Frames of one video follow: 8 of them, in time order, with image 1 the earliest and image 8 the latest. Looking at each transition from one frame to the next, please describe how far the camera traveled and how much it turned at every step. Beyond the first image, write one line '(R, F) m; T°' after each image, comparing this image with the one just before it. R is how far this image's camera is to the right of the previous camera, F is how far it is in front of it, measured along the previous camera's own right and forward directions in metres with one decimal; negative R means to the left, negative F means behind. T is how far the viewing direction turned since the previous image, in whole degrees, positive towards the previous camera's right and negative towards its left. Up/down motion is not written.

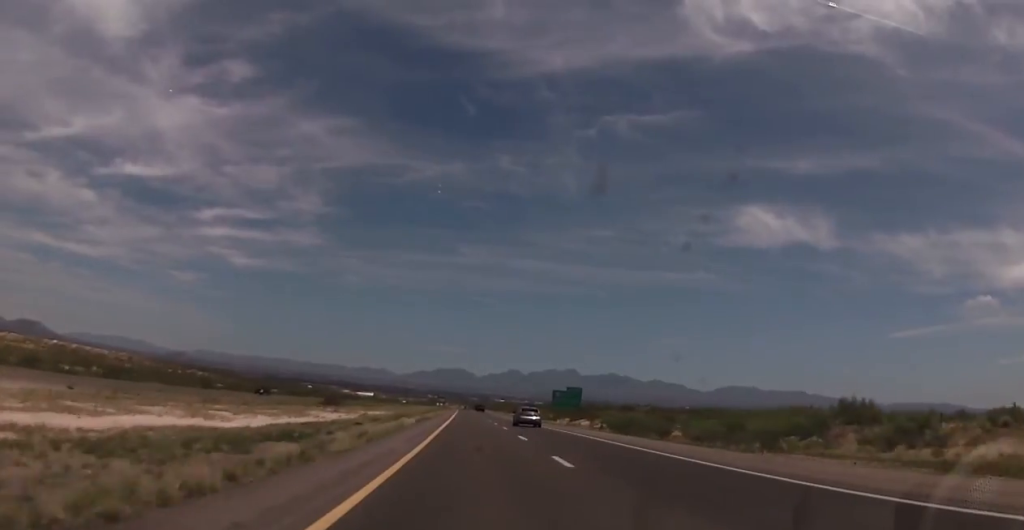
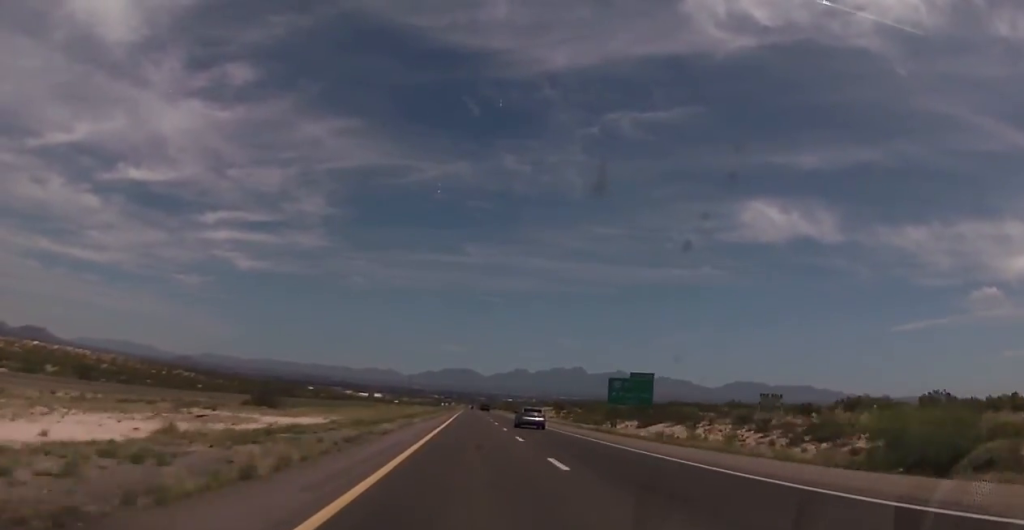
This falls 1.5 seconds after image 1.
(-0.6, +49.0) m; -2°
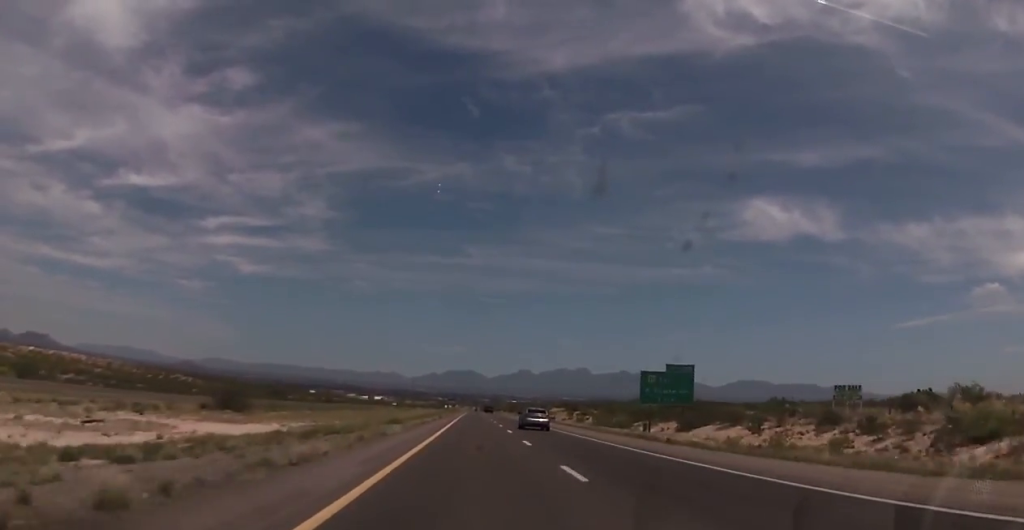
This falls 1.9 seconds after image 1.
(-0.3, +14.5) m; 0°
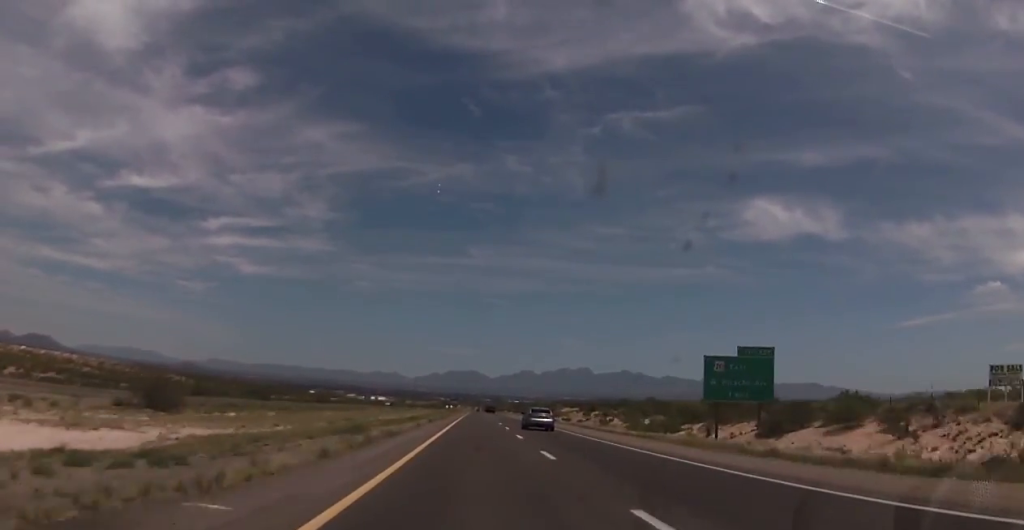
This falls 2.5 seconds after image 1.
(-0.2, +18.9) m; 0°
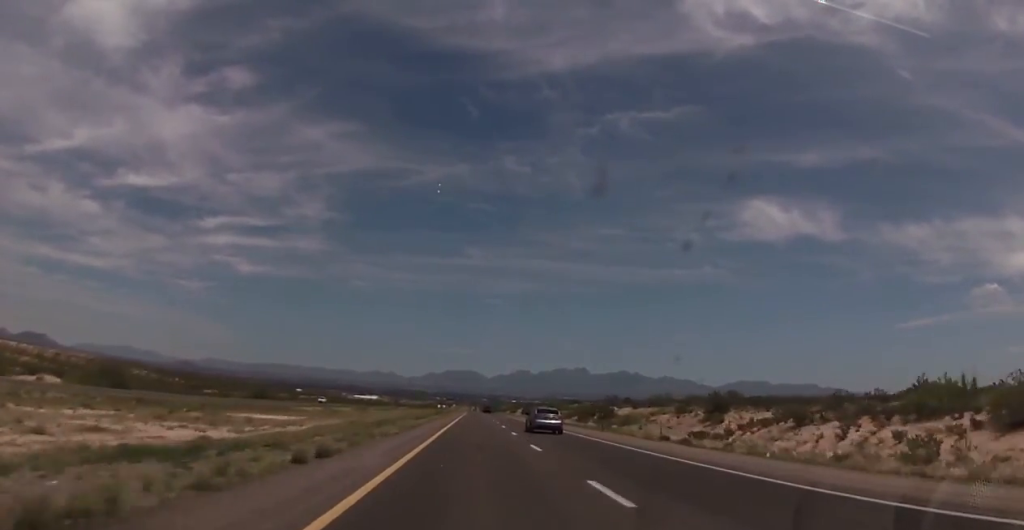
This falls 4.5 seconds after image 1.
(0.0, +69.0) m; 0°
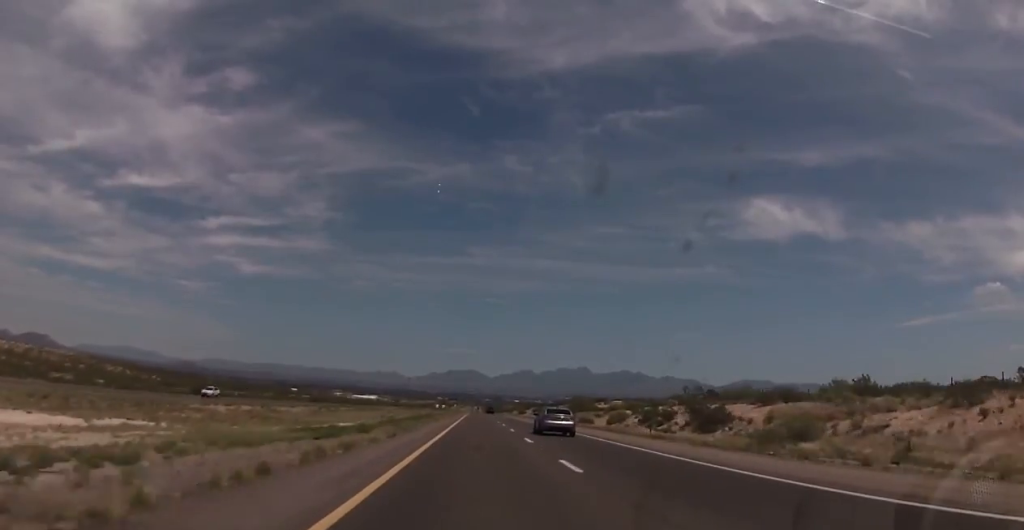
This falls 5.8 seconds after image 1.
(+0.2, +43.5) m; +1°
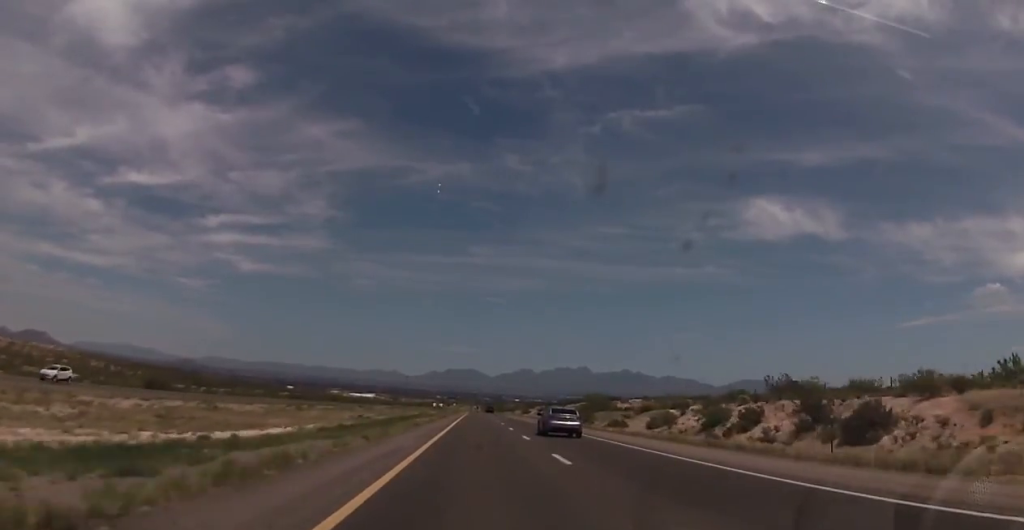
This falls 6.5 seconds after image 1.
(0.0, +22.4) m; 0°
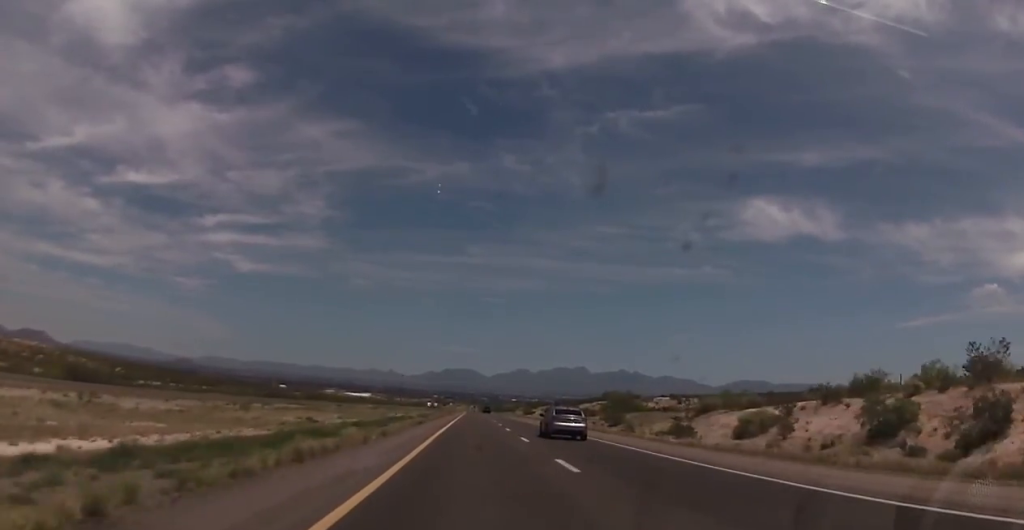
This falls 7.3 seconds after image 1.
(+0.4, +25.9) m; 0°
